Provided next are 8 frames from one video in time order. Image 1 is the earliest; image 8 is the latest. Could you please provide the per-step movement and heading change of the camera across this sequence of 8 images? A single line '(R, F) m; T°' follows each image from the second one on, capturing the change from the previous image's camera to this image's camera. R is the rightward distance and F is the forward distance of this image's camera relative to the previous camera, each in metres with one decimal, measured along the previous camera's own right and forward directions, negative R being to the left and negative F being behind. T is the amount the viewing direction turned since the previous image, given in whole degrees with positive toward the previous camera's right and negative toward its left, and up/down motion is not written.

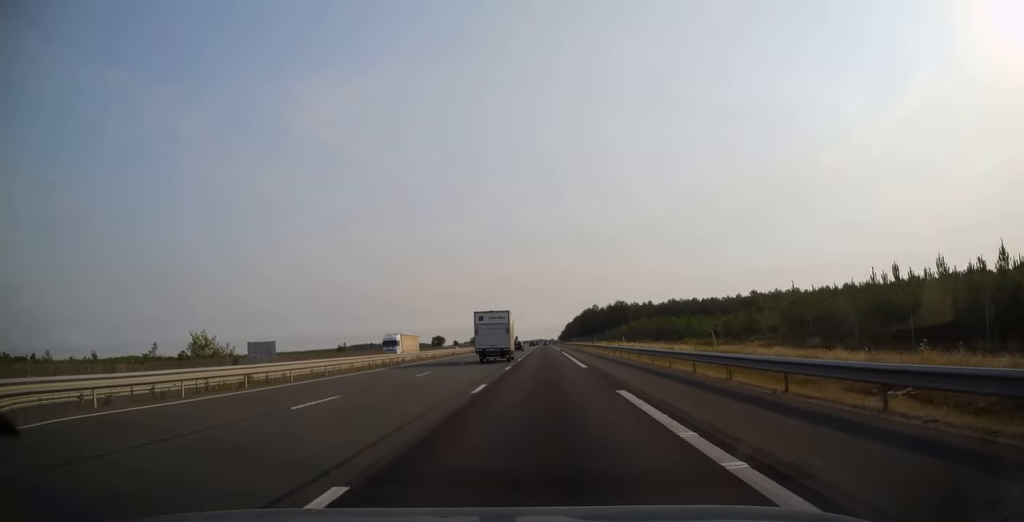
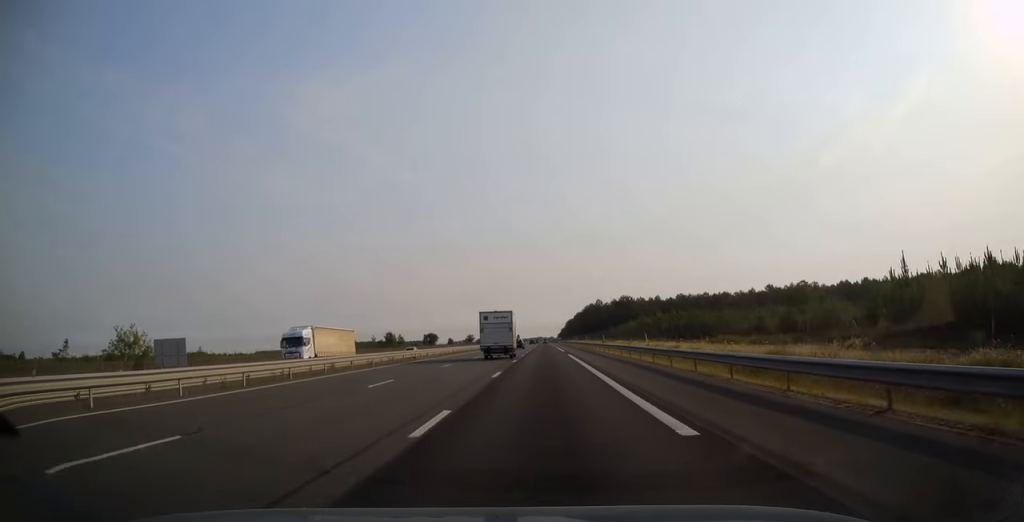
(+0.1, +20.2) m; 0°
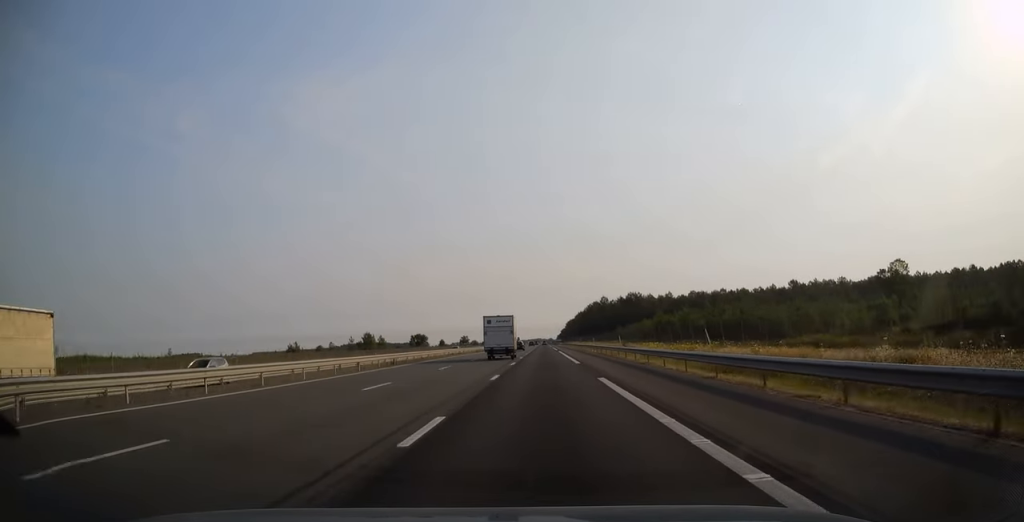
(+0.1, +26.6) m; 0°
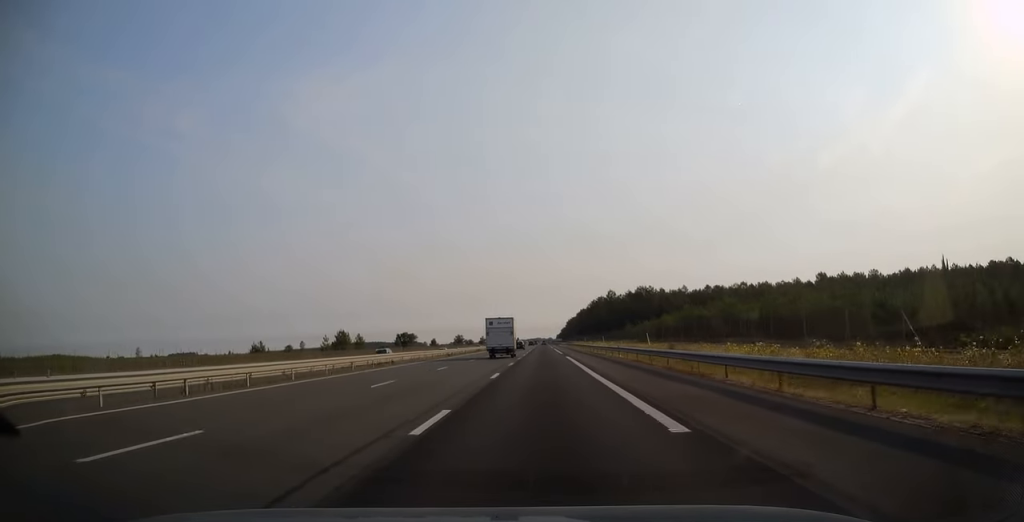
(0.0, +25.1) m; 0°
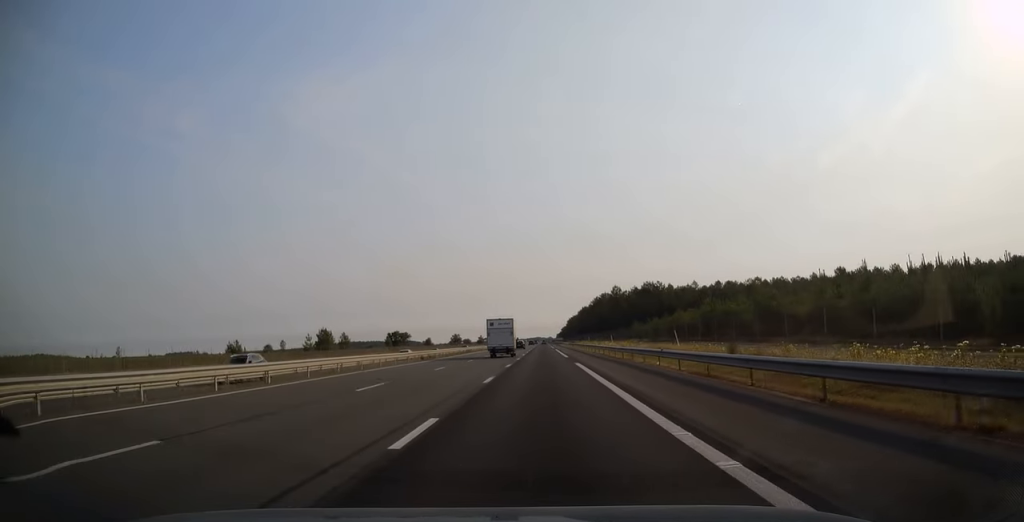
(-0.1, +14.3) m; 0°
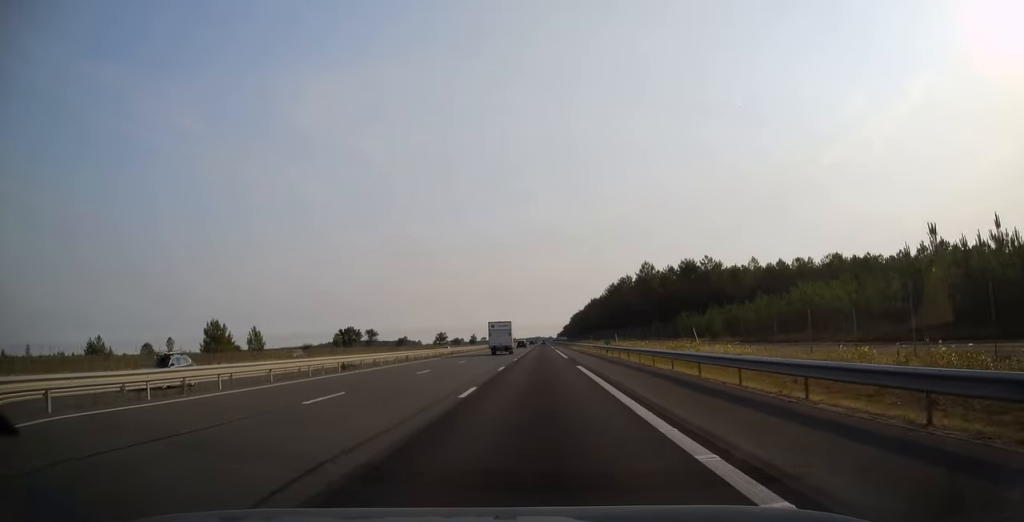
(+0.2, +55.7) m; 0°
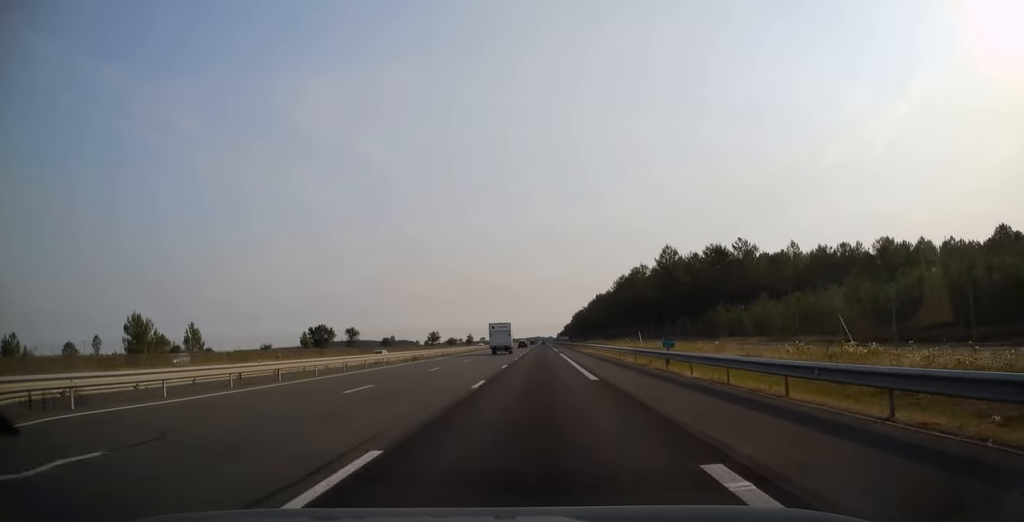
(-0.1, +23.2) m; 0°
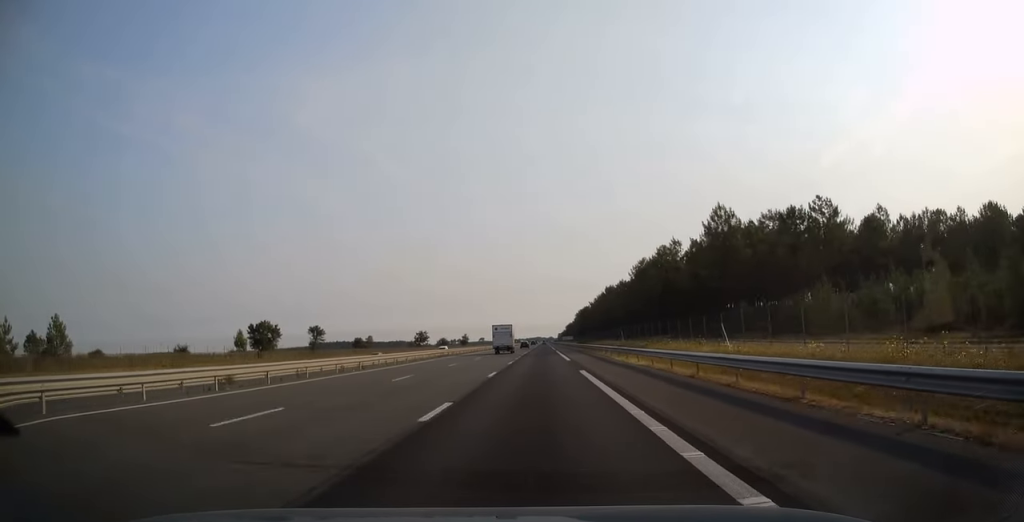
(0.0, +33.0) m; 0°
